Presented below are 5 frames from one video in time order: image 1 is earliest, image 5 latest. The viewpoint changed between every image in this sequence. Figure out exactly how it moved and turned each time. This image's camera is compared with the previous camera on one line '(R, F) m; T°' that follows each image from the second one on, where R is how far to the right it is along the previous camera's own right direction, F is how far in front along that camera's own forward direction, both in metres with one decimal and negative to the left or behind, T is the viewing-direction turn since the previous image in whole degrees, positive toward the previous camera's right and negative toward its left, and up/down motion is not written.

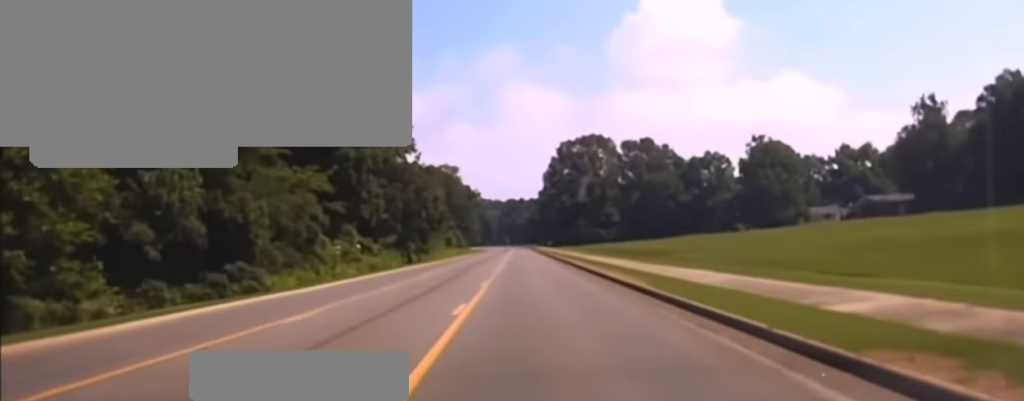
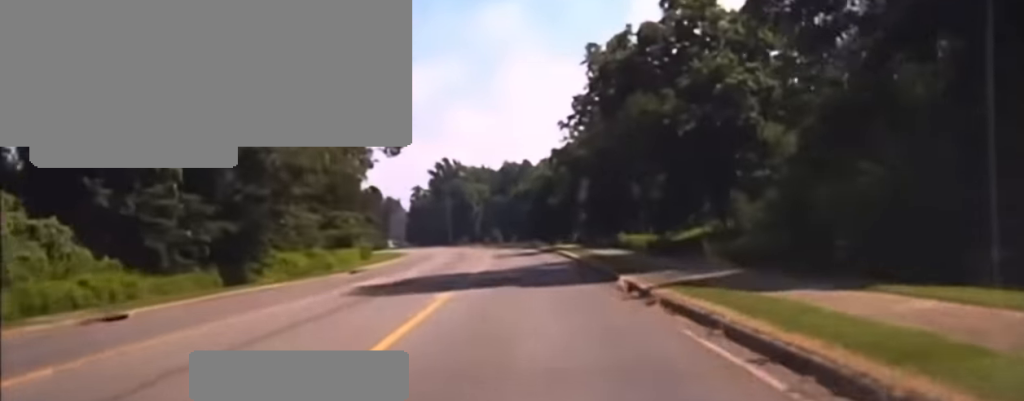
(-2.8, +152.7) m; -4°
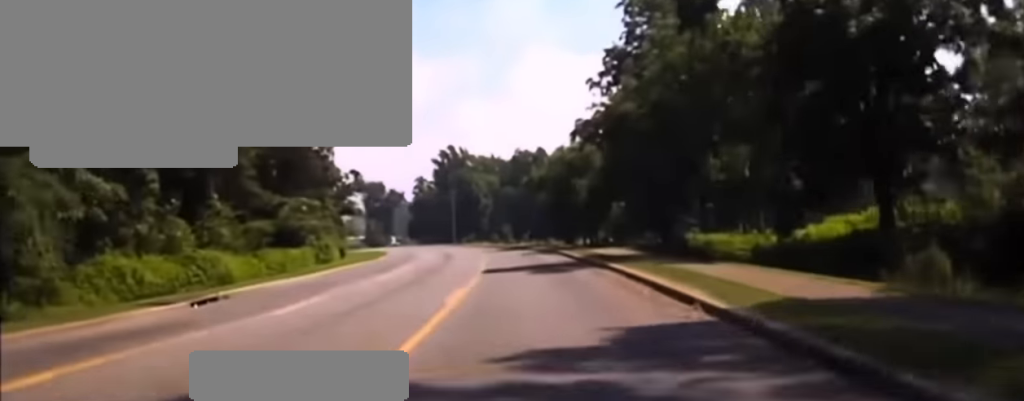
(-0.2, +24.6) m; 0°
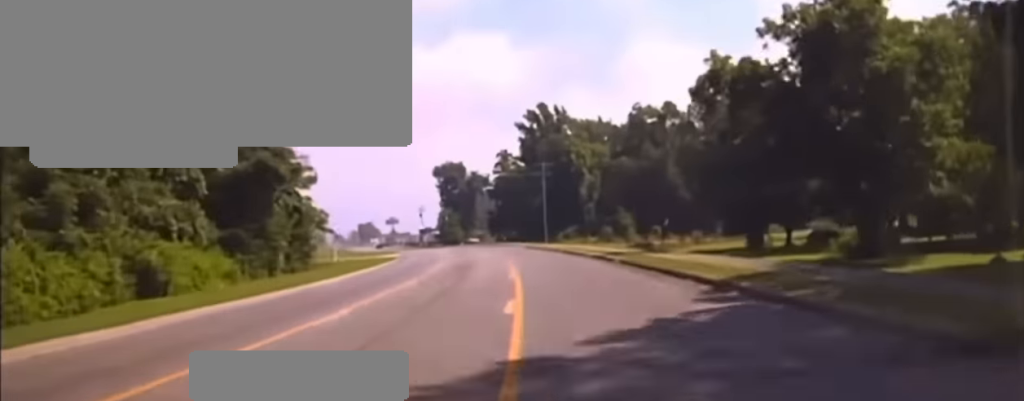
(-0.2, +67.0) m; 0°
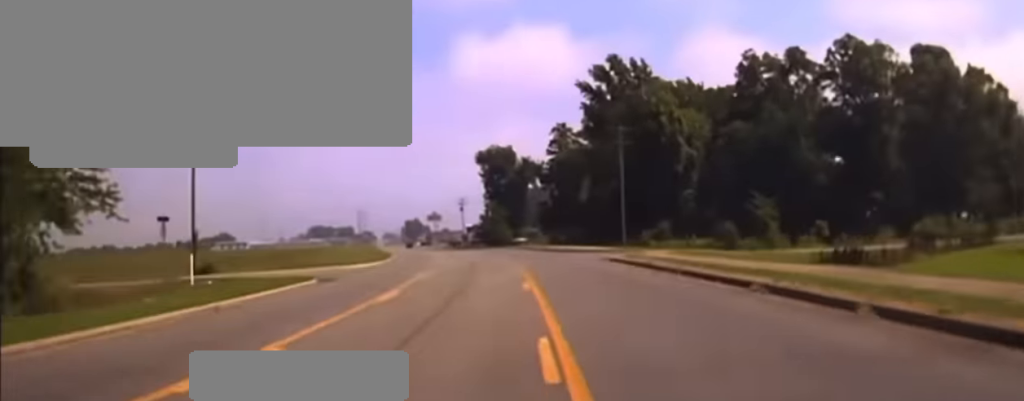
(0.0, +47.1) m; 0°
